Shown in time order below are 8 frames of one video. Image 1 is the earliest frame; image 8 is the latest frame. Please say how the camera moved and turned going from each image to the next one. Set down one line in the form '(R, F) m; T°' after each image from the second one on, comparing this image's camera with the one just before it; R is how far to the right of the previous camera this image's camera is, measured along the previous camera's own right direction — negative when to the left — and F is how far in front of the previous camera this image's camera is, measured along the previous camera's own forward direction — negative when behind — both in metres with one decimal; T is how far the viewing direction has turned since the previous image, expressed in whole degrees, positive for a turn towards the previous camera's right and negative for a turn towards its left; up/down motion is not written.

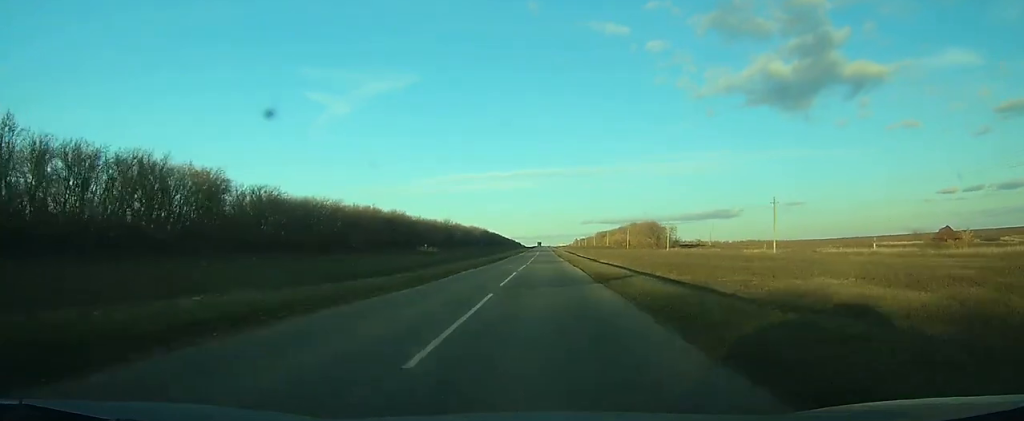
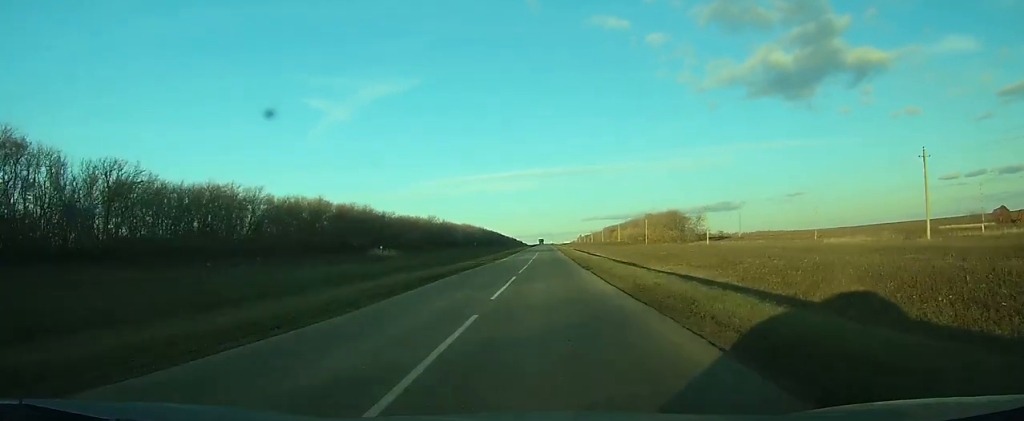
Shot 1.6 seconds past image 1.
(0.0, +38.8) m; 0°
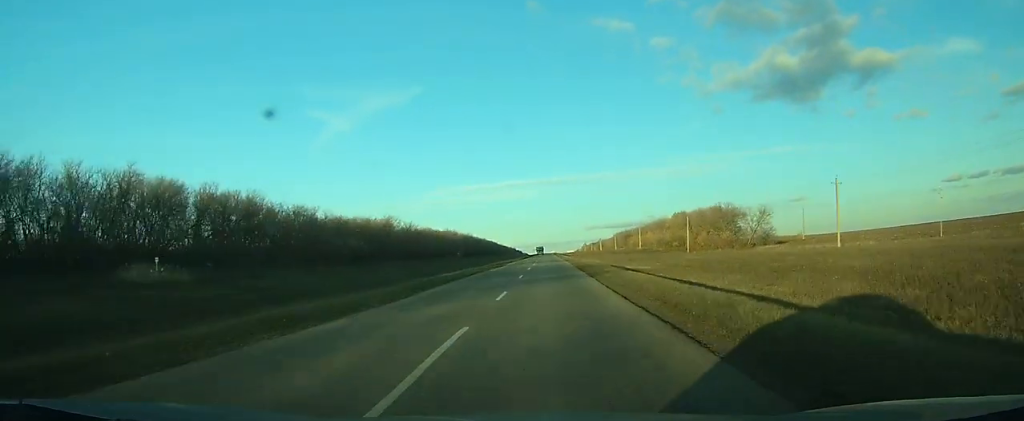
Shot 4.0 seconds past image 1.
(-0.1, +62.2) m; 0°
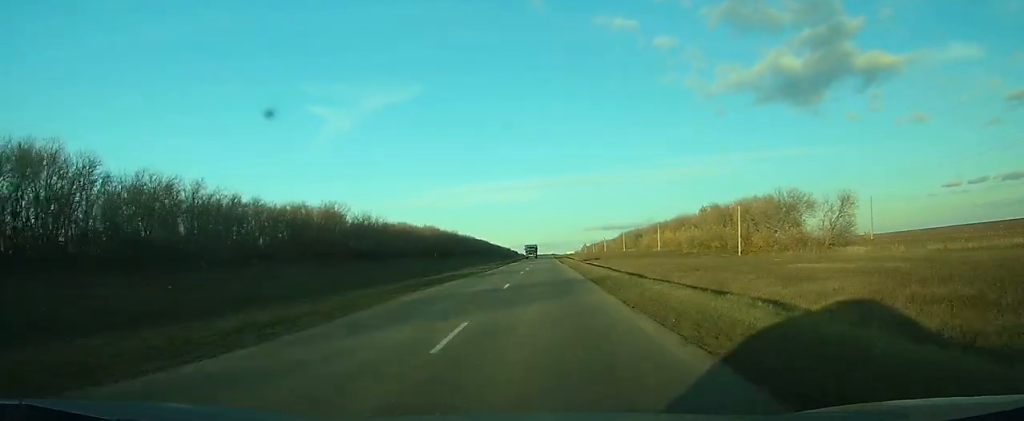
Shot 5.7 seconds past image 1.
(-0.1, +44.3) m; 0°
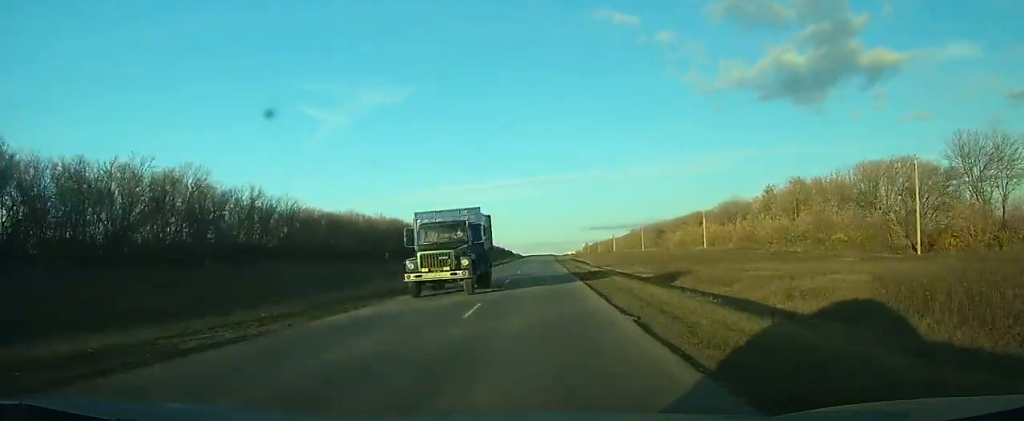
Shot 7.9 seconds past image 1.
(+0.1, +56.8) m; 0°
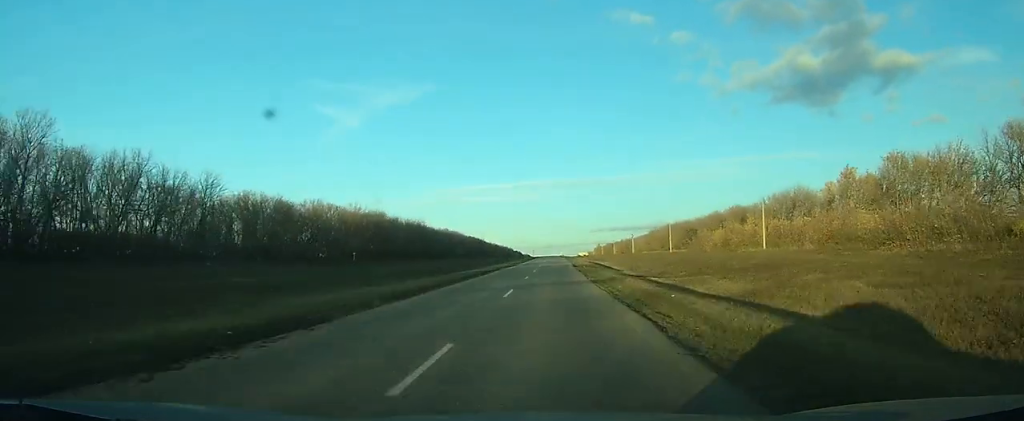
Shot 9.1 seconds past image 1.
(0.0, +29.8) m; 0°
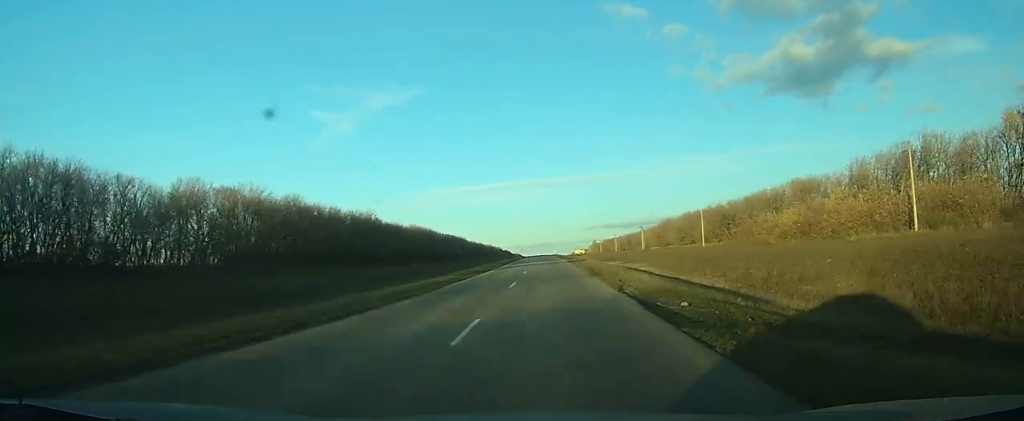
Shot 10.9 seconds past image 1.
(0.0, +43.8) m; 0°
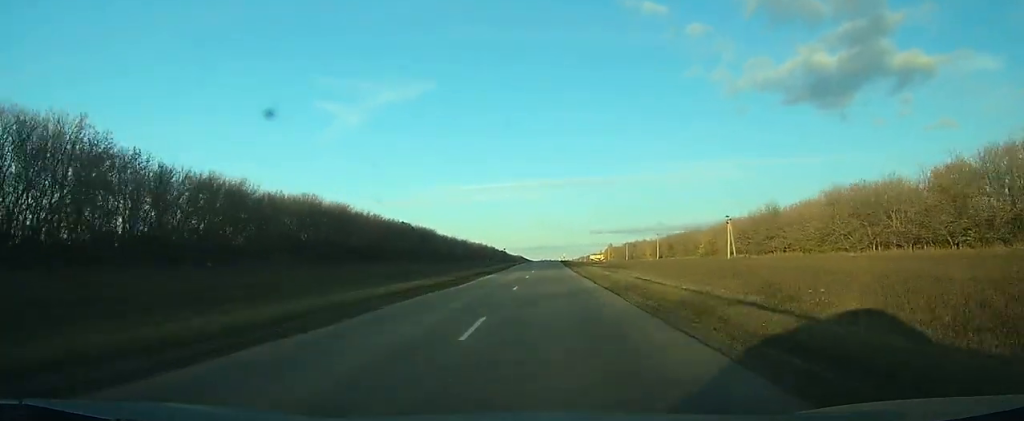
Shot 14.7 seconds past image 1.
(-0.4, +96.8) m; 0°
